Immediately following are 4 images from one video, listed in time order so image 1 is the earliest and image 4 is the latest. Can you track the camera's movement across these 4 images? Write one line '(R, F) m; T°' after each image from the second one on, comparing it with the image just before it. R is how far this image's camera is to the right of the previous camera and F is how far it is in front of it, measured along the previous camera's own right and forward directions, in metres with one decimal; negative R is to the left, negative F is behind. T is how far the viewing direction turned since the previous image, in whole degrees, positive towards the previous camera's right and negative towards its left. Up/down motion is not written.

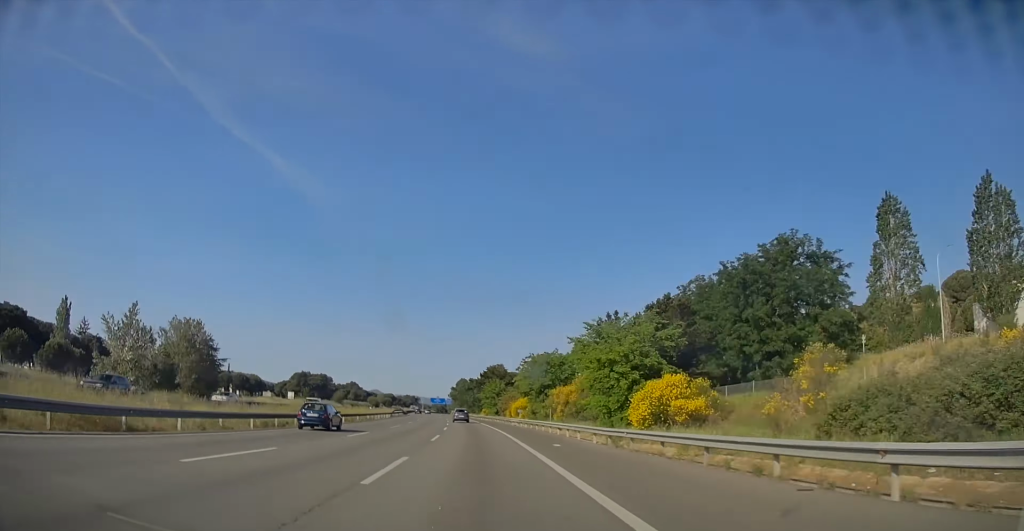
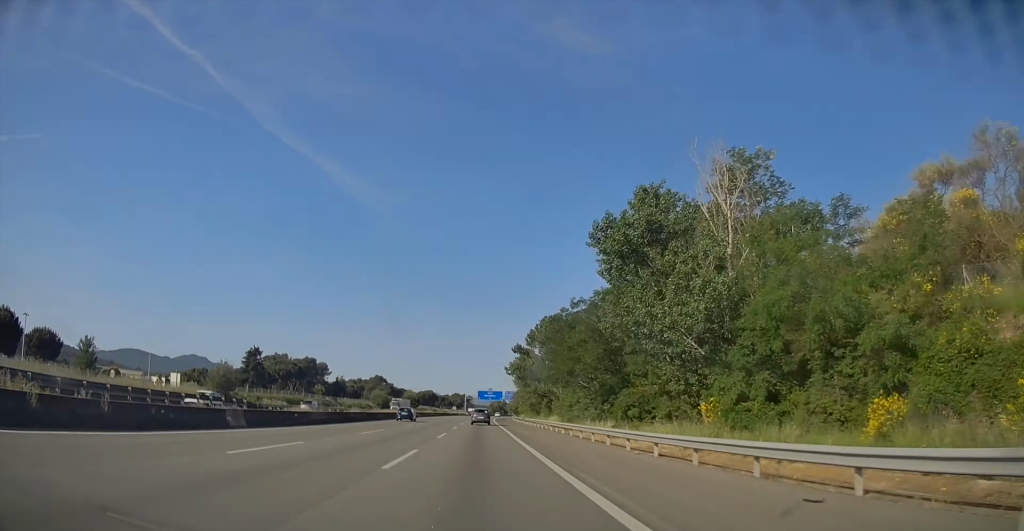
(-4.6, +146.7) m; 0°
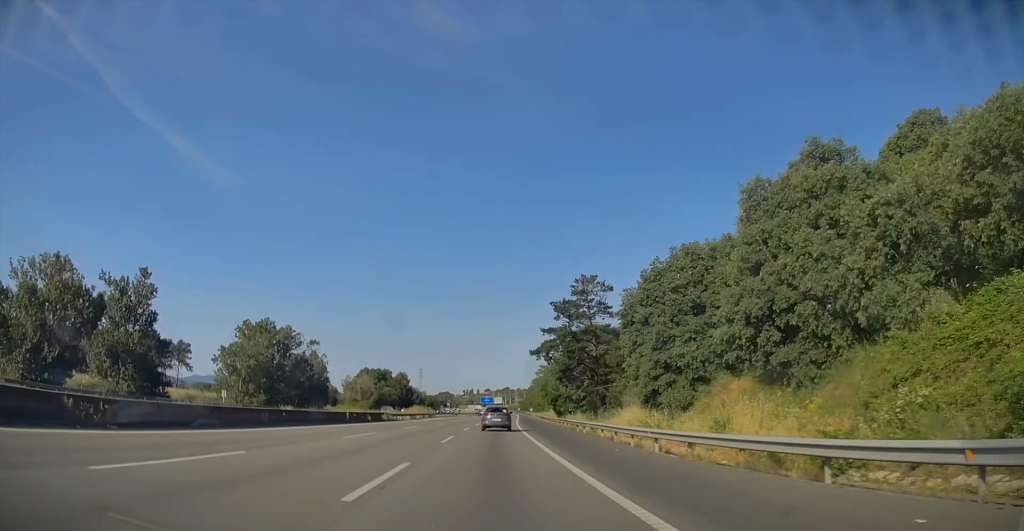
(+24.7, +362.5) m; +7°
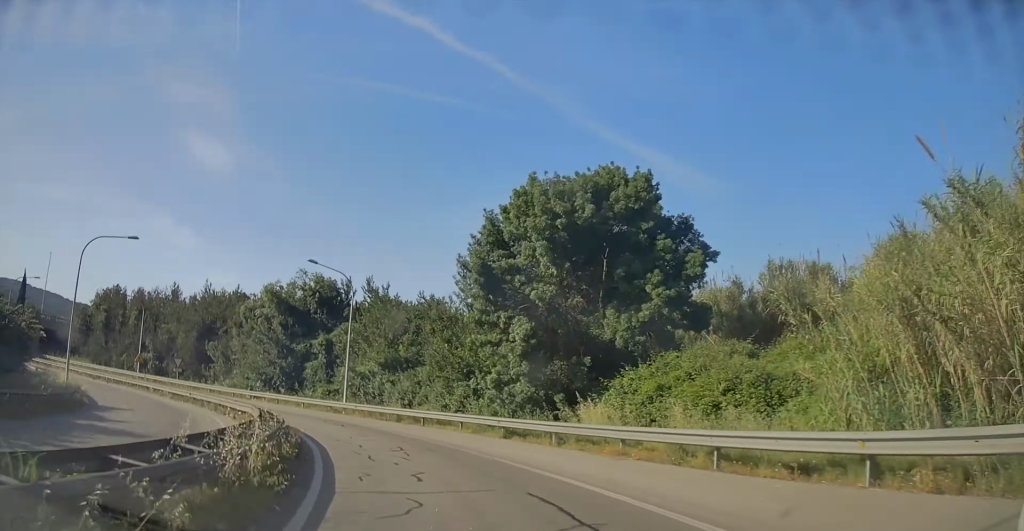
(-52.2, +809.9) m; -75°
